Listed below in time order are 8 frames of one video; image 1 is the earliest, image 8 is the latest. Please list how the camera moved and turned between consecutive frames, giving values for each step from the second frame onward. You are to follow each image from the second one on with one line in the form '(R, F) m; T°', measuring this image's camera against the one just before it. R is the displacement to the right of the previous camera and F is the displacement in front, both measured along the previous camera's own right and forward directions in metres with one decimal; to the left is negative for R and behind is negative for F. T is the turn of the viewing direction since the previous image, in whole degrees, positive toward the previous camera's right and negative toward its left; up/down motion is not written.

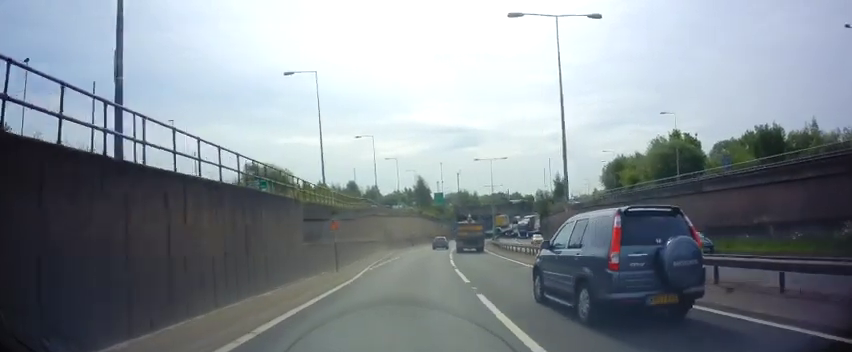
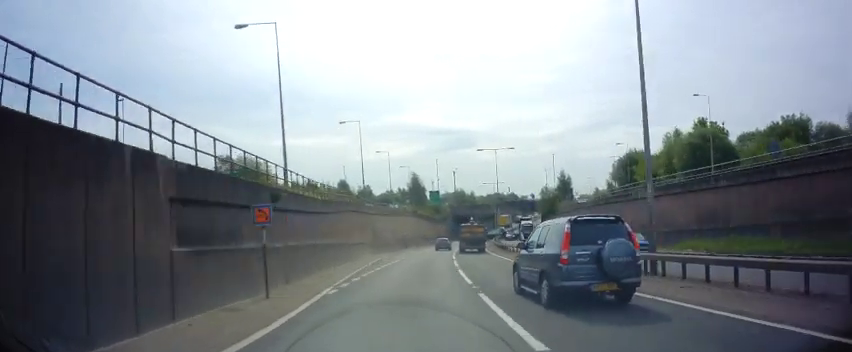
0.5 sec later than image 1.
(+0.1, +8.6) m; +1°
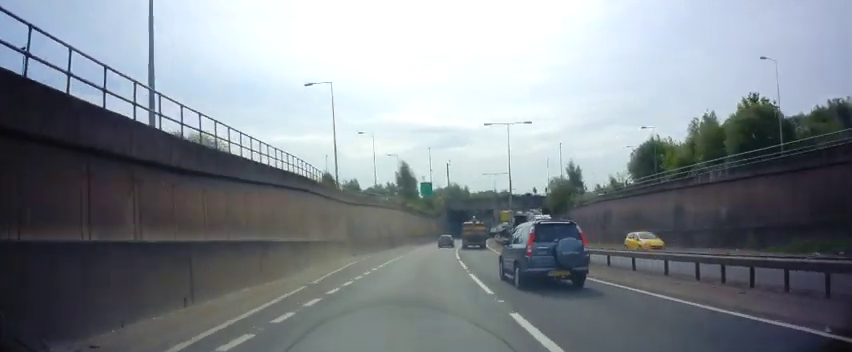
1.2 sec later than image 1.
(+0.2, +12.6) m; 0°
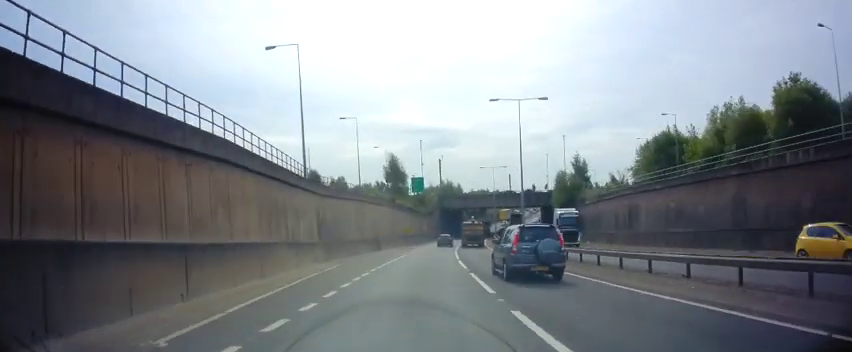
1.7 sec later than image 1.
(-0.1, +8.7) m; +1°
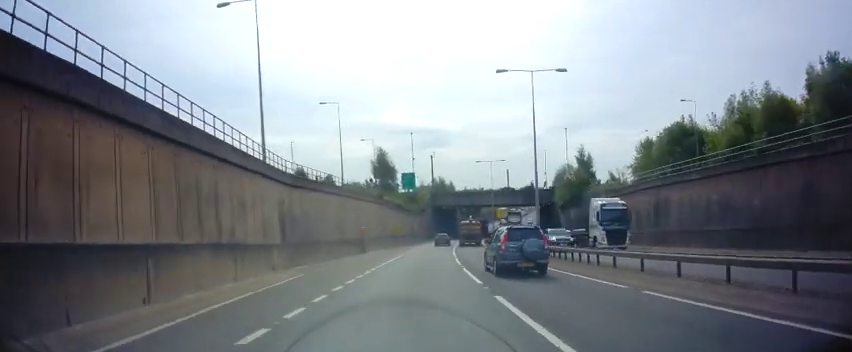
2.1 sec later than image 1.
(-0.2, +6.9) m; +1°
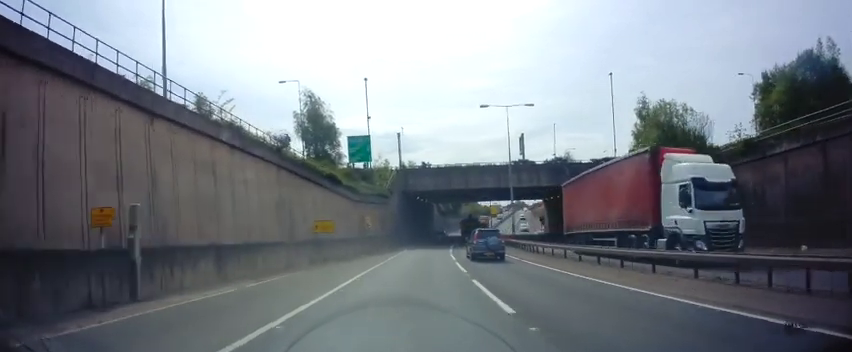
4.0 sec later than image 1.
(+1.8, +32.9) m; +4°
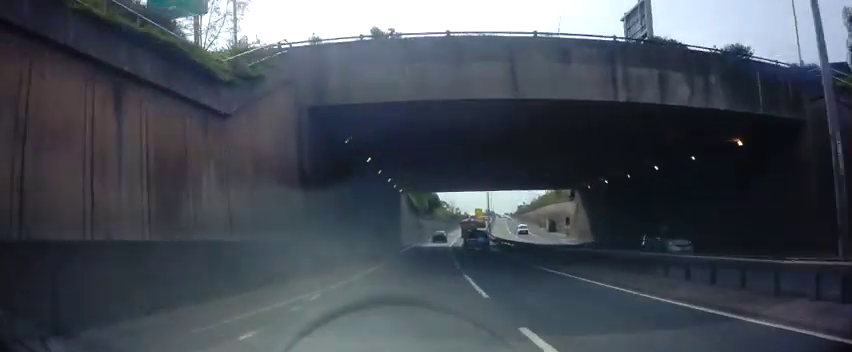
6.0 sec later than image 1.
(+1.3, +34.1) m; +4°
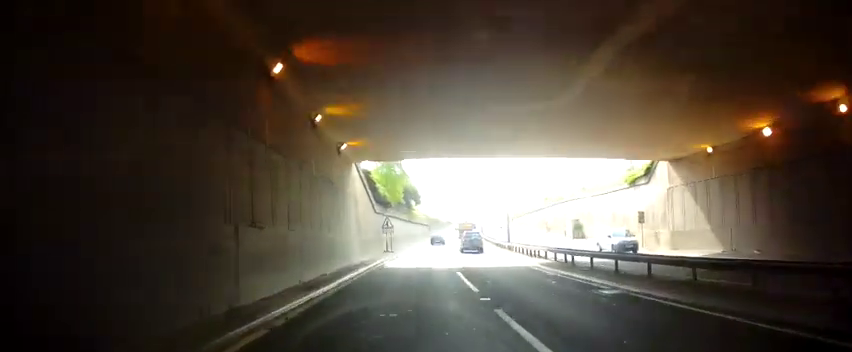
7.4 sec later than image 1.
(+0.2, +26.4) m; +1°
